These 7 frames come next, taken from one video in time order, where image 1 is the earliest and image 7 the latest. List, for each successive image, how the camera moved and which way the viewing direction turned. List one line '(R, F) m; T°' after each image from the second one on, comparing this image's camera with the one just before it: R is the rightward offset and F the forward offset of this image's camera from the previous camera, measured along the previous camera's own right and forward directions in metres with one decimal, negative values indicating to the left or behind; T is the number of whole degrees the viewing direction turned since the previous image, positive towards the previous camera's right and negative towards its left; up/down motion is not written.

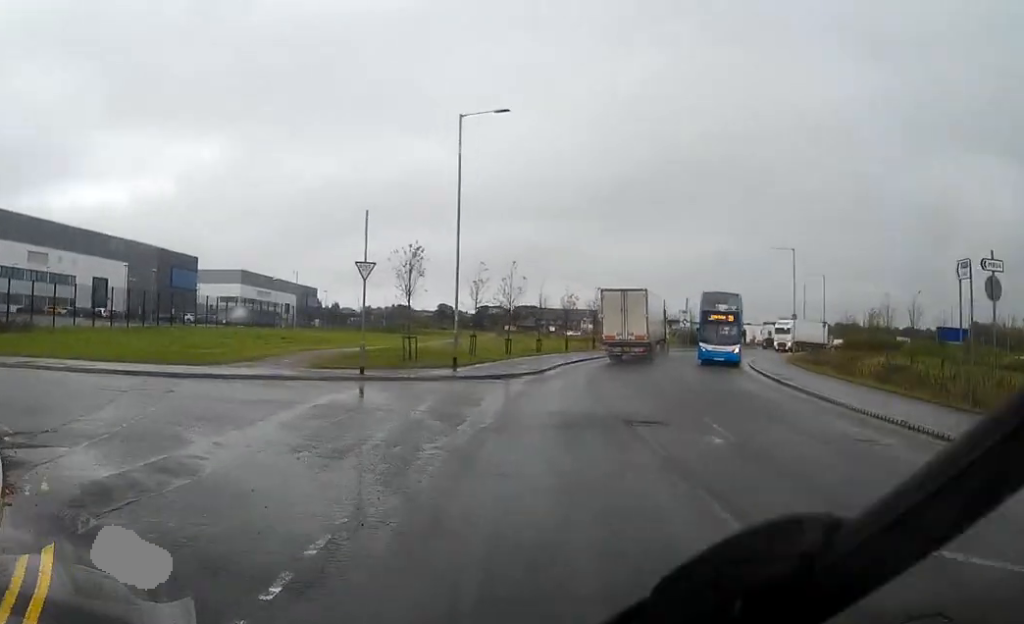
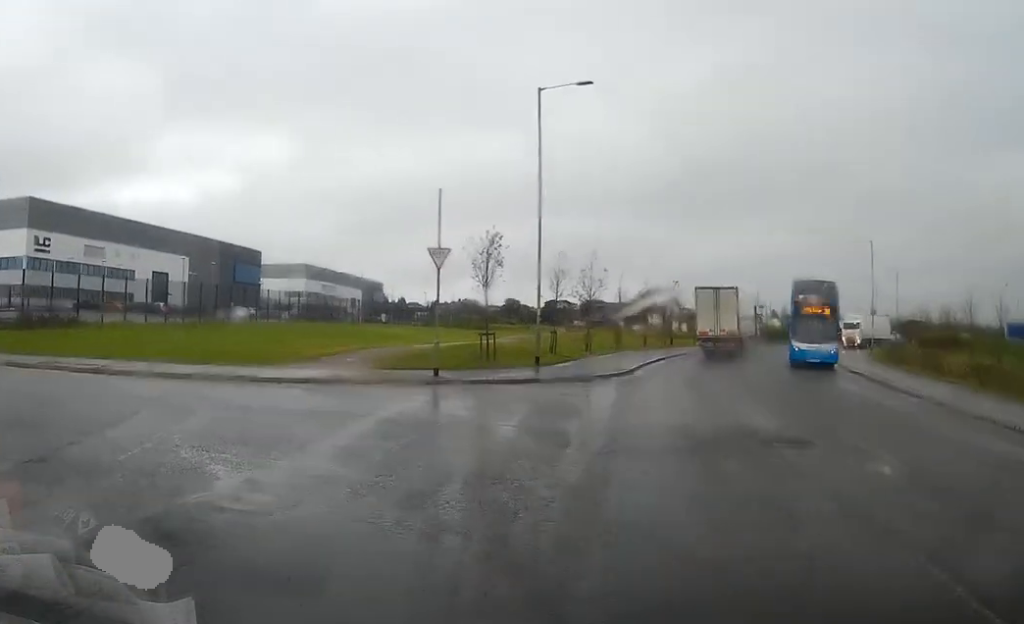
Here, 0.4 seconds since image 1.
(0.0, +3.9) m; -3°
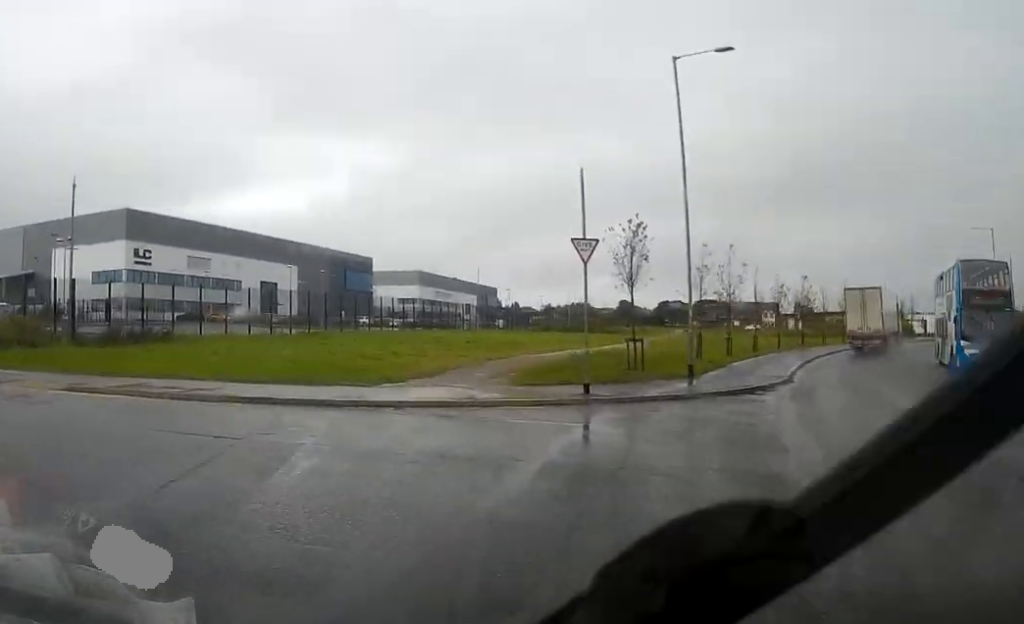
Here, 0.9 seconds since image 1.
(-0.3, +4.2) m; -7°
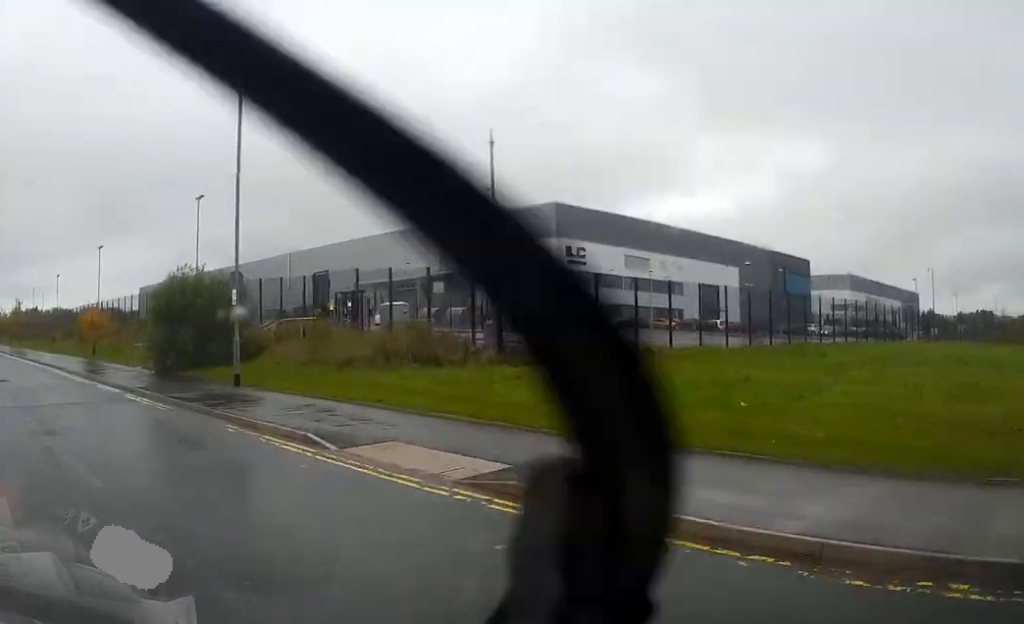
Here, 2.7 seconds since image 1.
(-2.8, +12.0) m; -30°
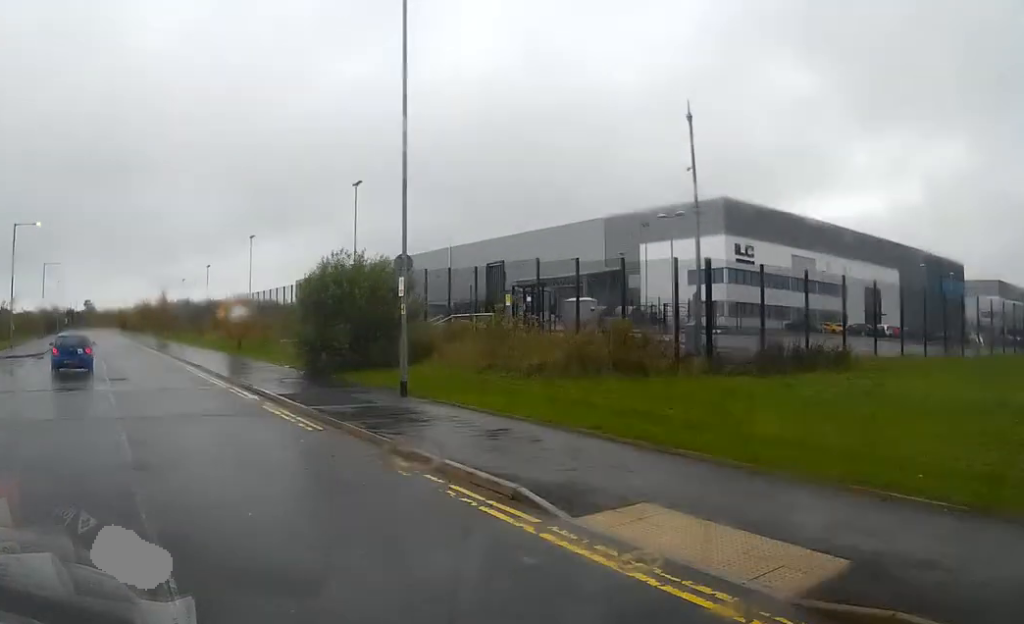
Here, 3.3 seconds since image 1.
(-0.2, +4.3) m; -15°
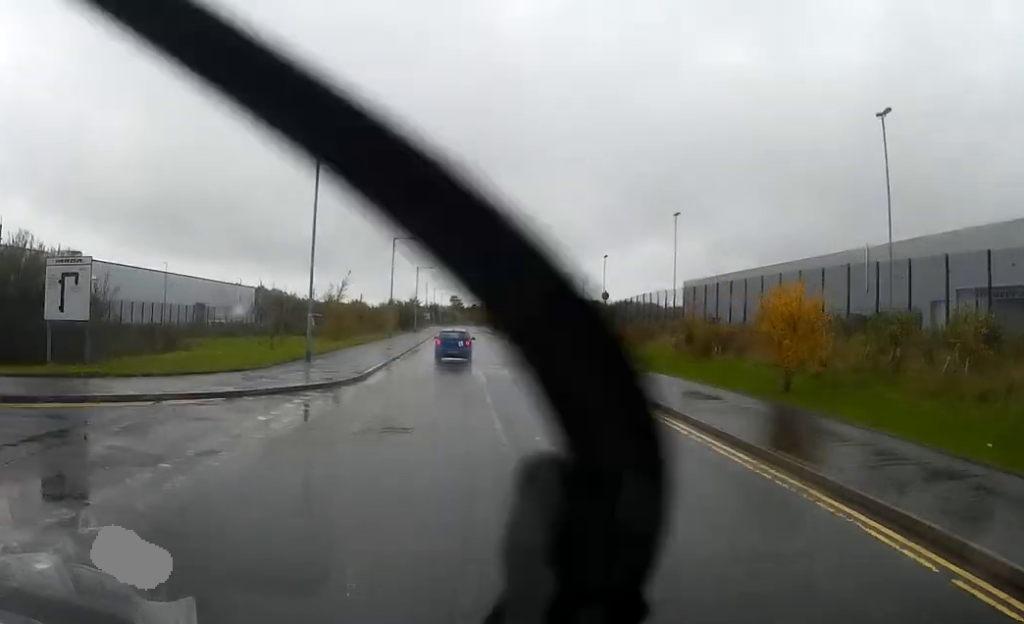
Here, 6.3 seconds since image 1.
(-10.4, +19.7) m; -38°
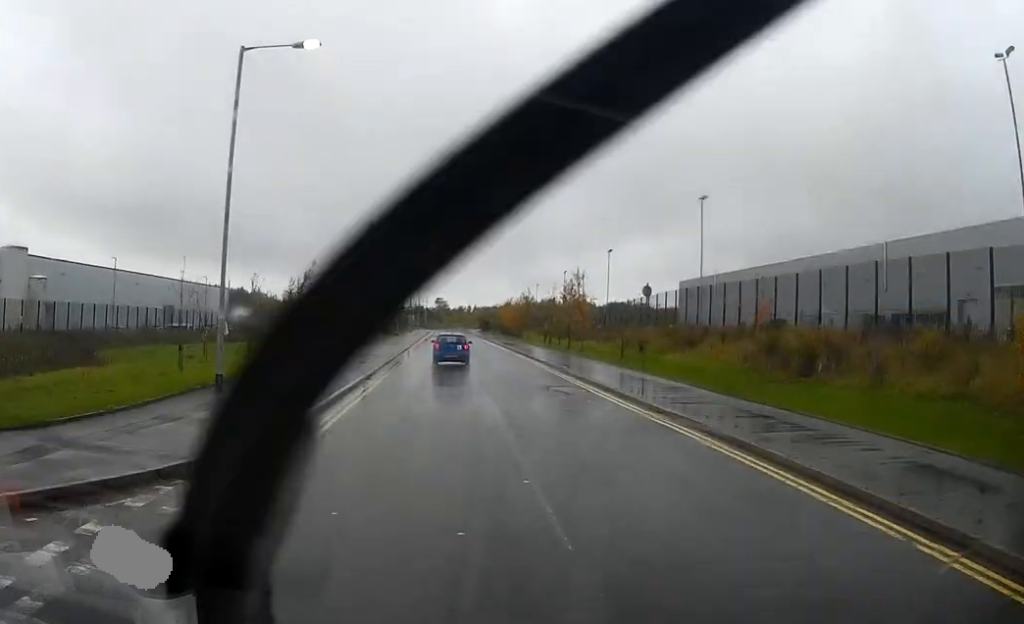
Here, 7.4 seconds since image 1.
(-0.2, +10.1) m; +1°
